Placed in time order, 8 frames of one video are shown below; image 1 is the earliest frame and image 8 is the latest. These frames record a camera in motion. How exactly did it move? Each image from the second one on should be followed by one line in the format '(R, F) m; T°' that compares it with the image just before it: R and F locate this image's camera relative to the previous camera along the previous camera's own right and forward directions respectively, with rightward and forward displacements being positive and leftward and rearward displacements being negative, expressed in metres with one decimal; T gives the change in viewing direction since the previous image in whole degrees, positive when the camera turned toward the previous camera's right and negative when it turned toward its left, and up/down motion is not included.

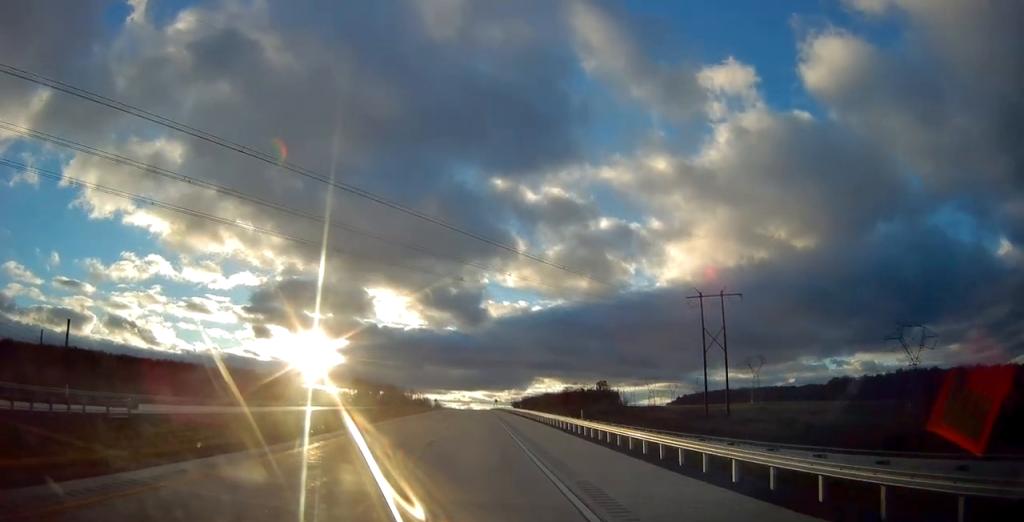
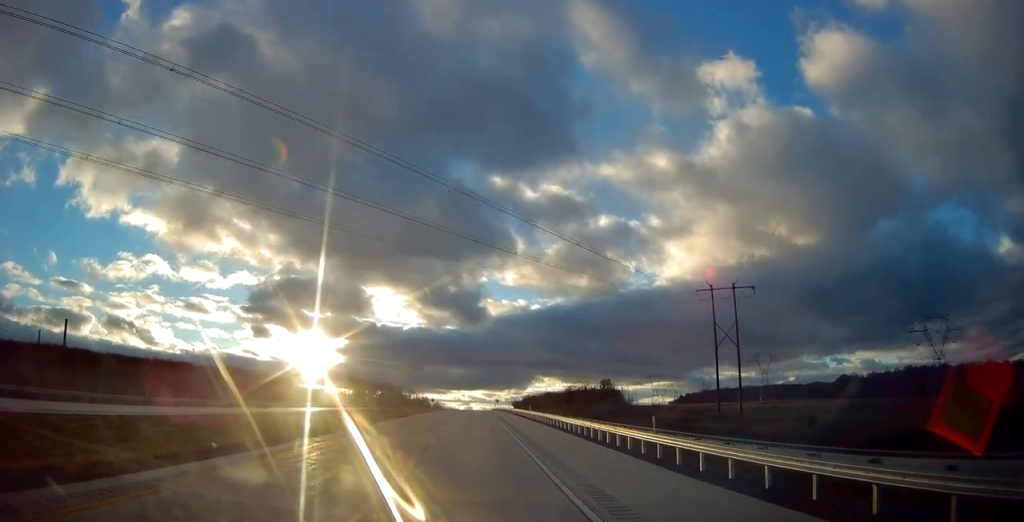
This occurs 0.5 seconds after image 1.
(+0.1, +13.1) m; 0°
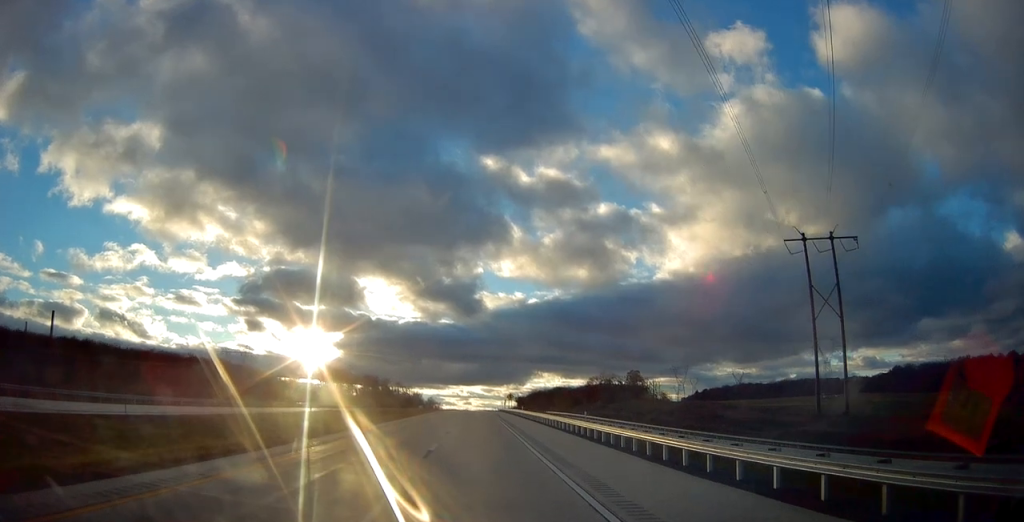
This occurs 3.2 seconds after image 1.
(-0.5, +75.9) m; 0°
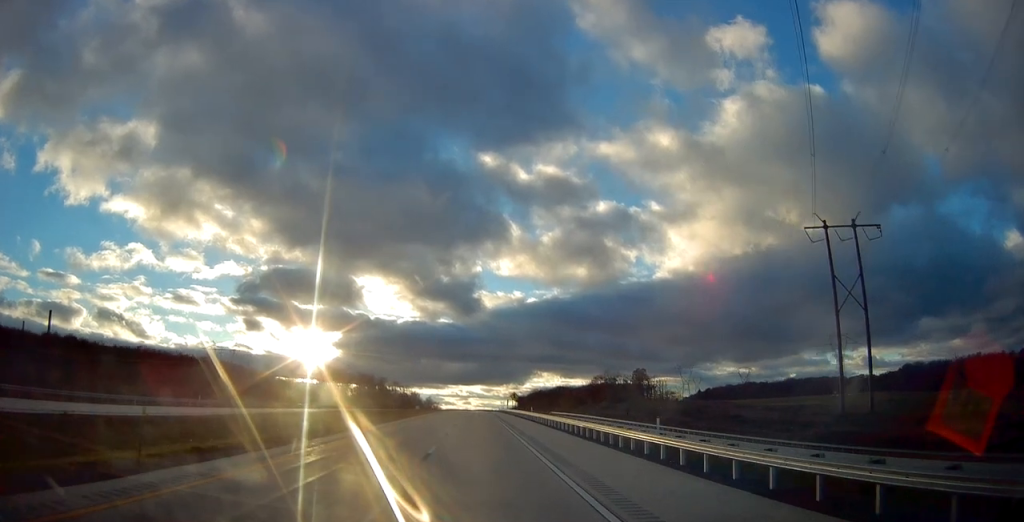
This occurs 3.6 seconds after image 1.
(0.0, +13.1) m; 0°
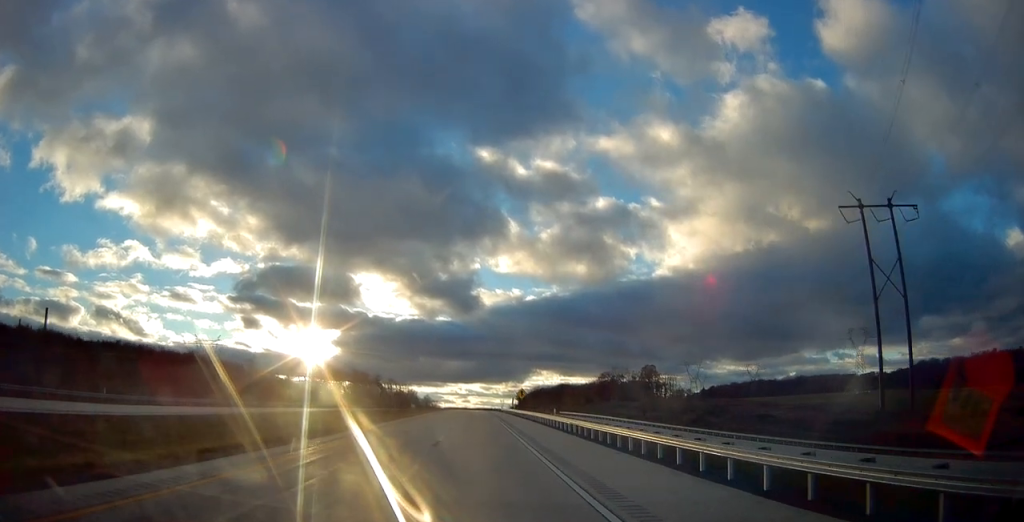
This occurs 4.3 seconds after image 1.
(-0.1, +18.8) m; 0°
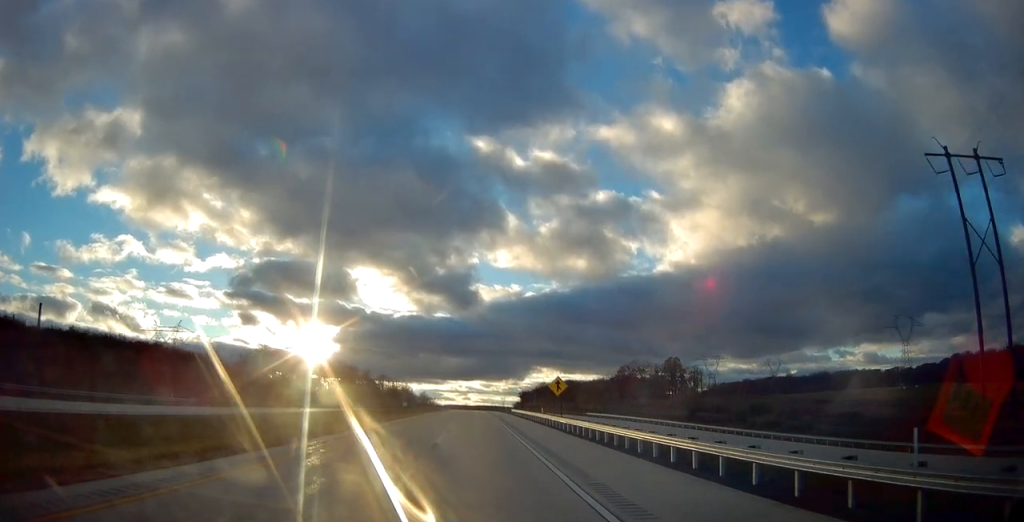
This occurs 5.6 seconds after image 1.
(+0.3, +37.5) m; 0°
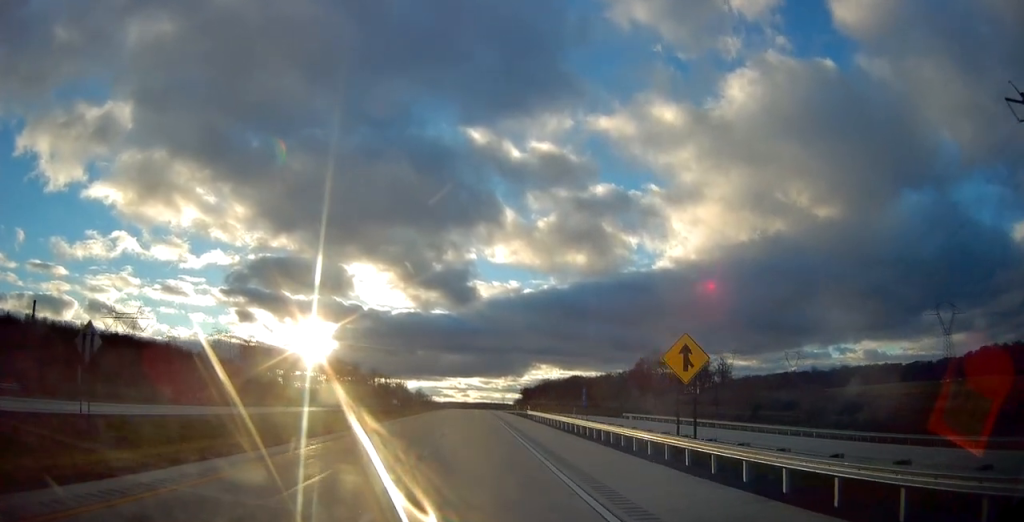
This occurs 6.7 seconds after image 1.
(-0.2, +30.0) m; 0°
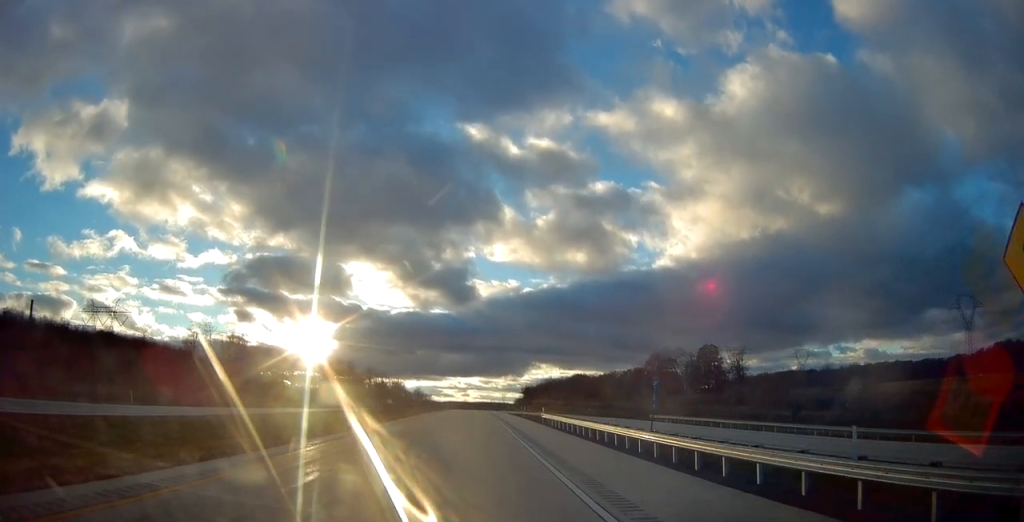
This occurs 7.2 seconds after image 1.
(+0.1, +14.1) m; 0°
